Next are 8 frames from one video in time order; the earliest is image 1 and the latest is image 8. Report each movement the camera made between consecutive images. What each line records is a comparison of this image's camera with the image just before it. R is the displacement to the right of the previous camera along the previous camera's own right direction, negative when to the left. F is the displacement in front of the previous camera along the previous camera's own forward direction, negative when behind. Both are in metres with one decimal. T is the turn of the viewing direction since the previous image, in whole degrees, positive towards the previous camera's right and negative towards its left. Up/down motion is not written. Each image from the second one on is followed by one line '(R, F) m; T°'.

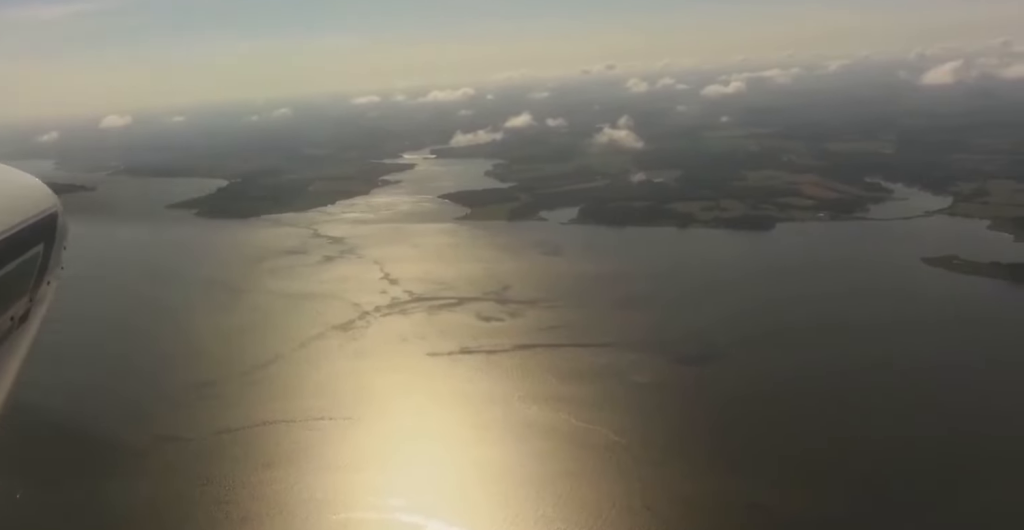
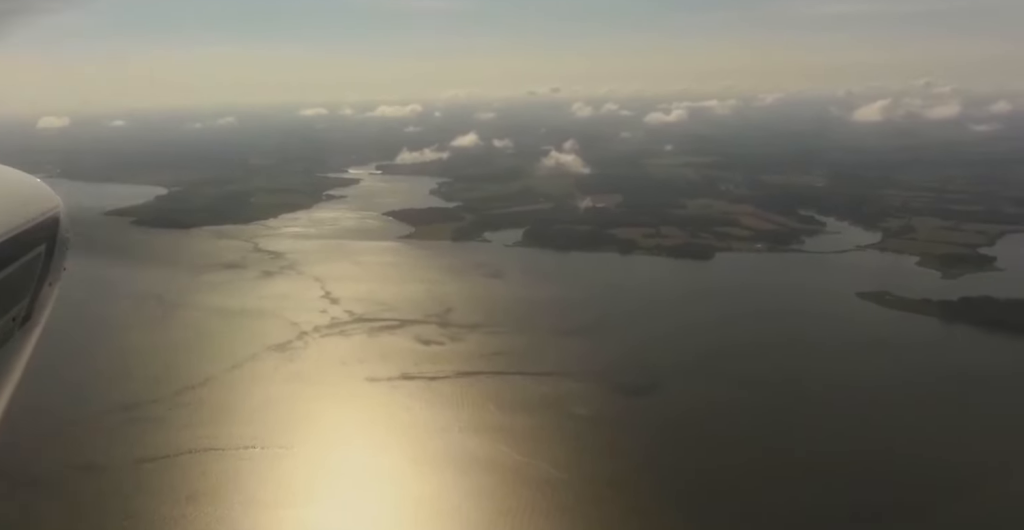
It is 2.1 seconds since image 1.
(+4.3, +93.8) m; +7°
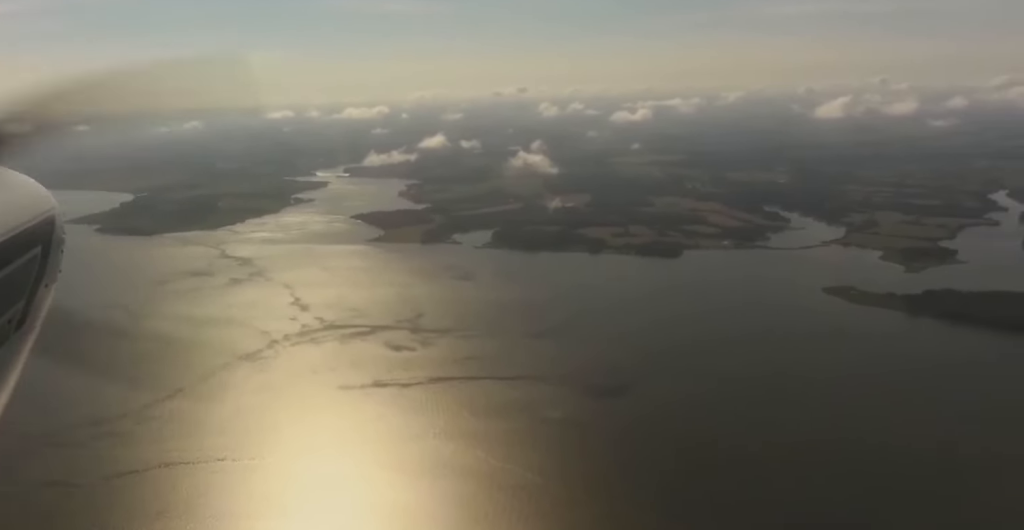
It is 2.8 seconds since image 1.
(+1.7, +32.3) m; +4°
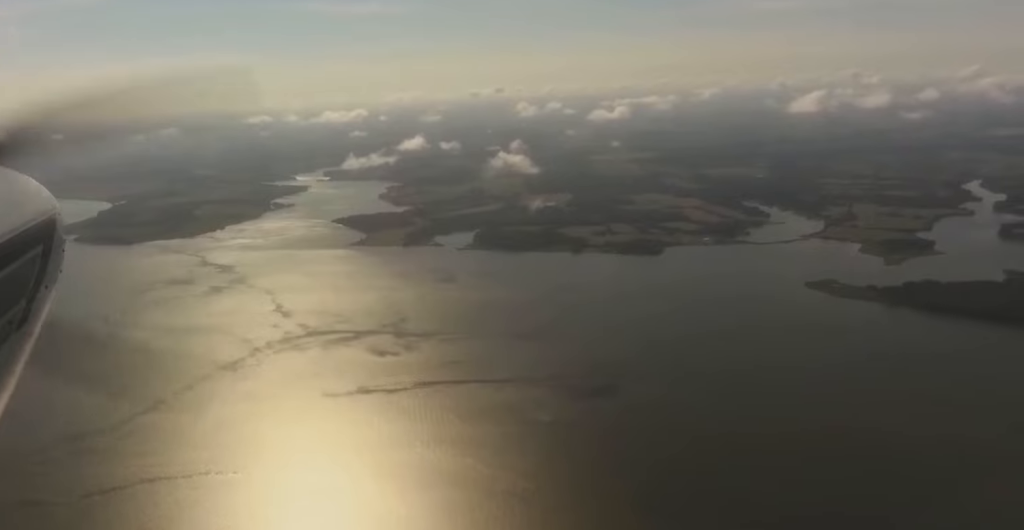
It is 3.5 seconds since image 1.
(+1.2, +33.6) m; +3°
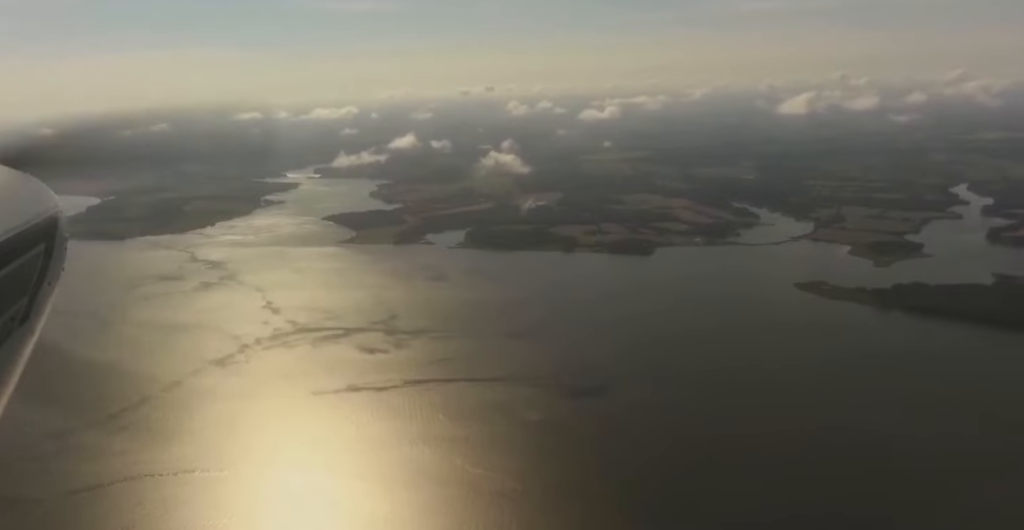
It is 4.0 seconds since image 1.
(+0.5, +19.8) m; +1°
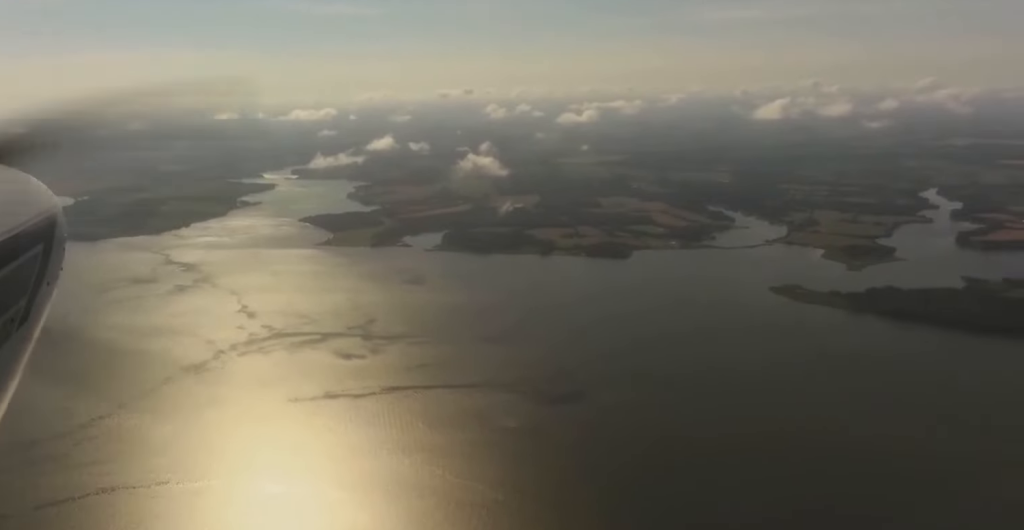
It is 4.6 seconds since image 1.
(+0.2, +29.5) m; +1°
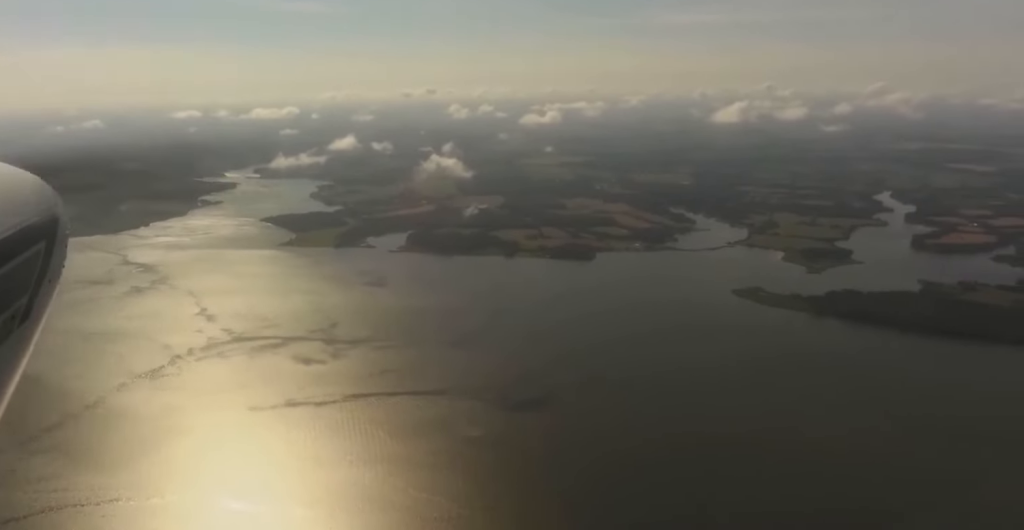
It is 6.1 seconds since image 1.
(+1.7, +63.5) m; +3°
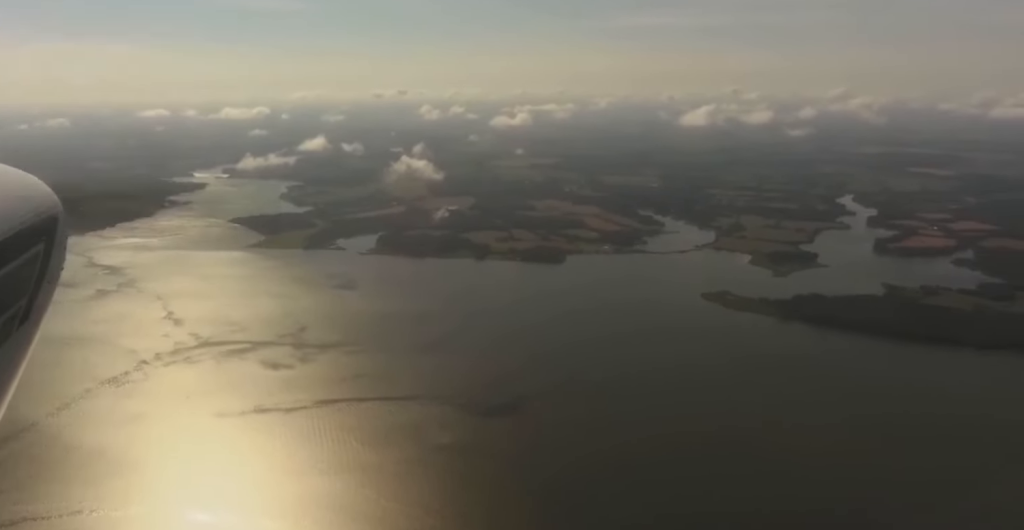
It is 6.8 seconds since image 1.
(+0.1, +33.2) m; +3°
